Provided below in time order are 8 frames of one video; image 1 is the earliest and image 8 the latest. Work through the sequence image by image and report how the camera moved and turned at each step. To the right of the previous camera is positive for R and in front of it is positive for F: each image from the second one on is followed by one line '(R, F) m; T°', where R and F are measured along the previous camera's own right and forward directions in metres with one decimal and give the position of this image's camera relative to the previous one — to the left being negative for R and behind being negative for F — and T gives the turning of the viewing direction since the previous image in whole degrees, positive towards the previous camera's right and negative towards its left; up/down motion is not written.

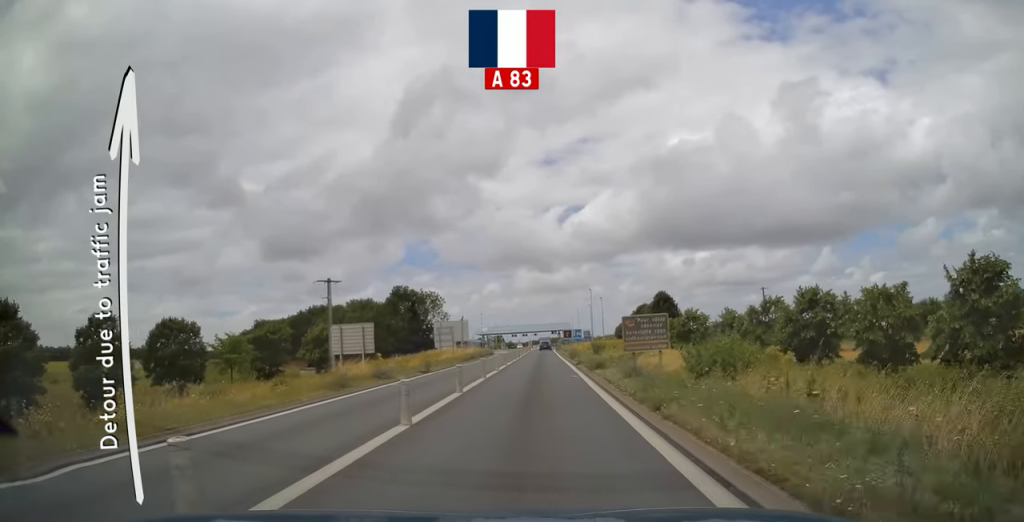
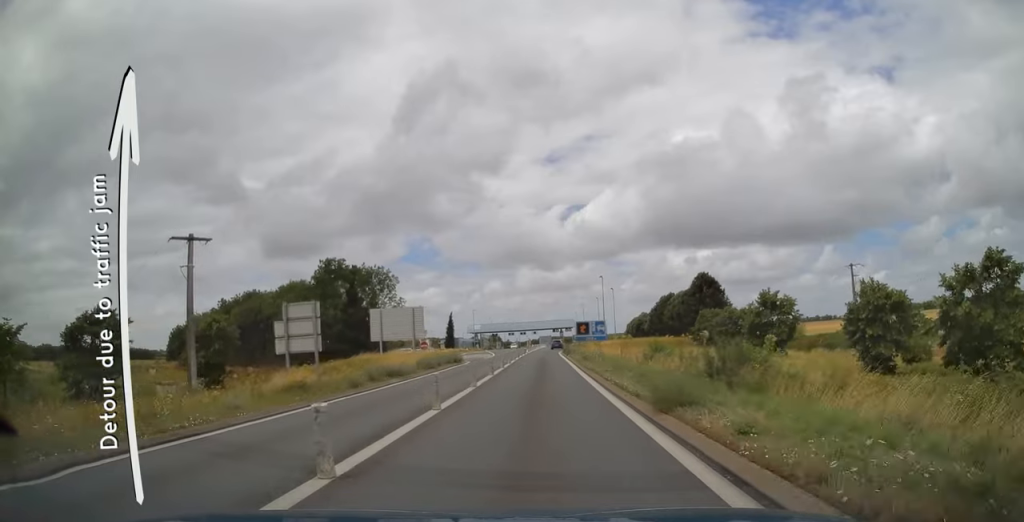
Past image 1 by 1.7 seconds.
(-0.4, +29.6) m; 0°
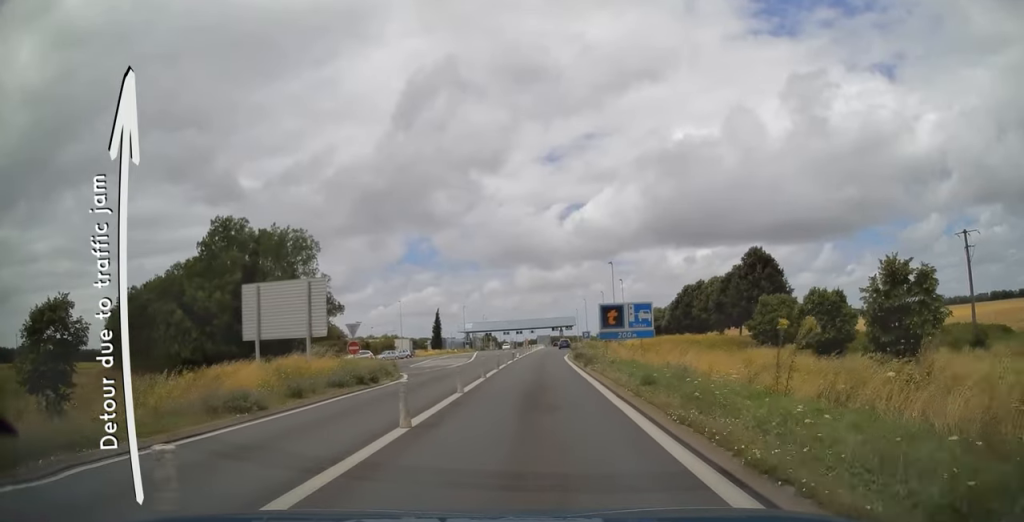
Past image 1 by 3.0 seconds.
(+0.5, +22.0) m; +2°
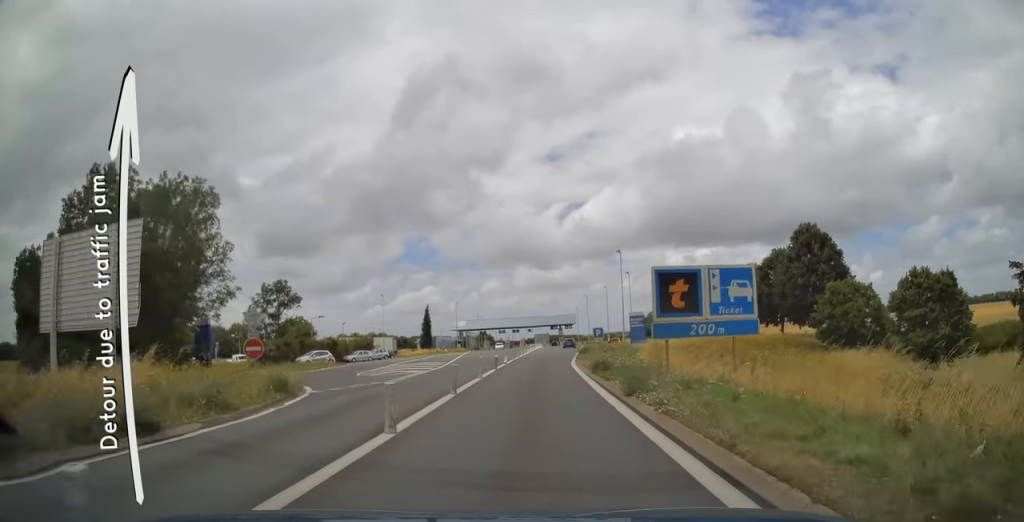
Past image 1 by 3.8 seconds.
(+0.1, +13.8) m; 0°
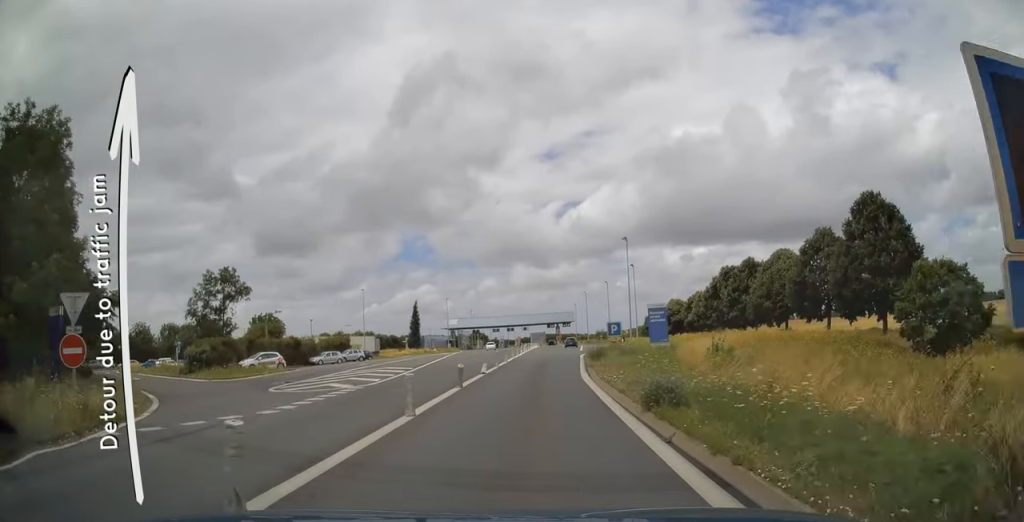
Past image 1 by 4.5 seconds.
(-0.1, +11.2) m; -1°
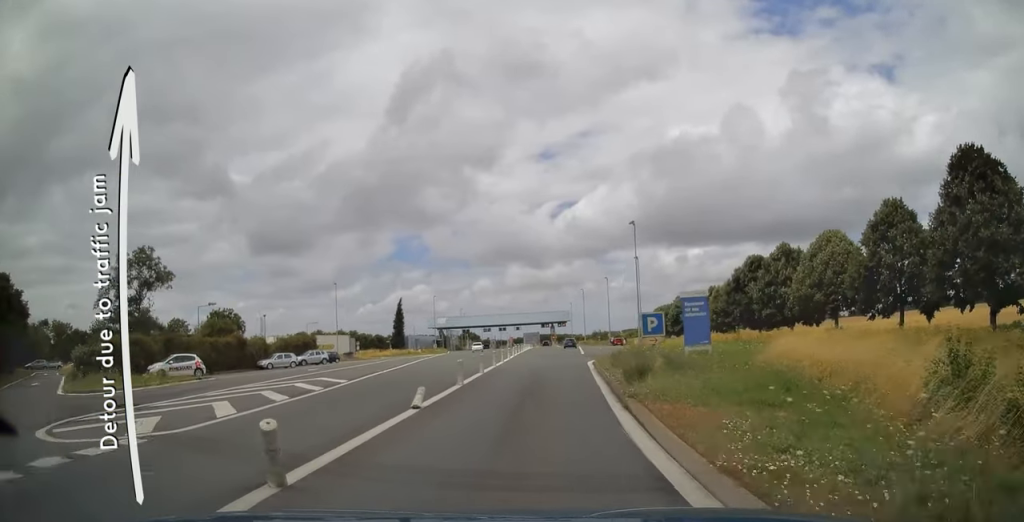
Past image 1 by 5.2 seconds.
(0.0, +11.9) m; 0°
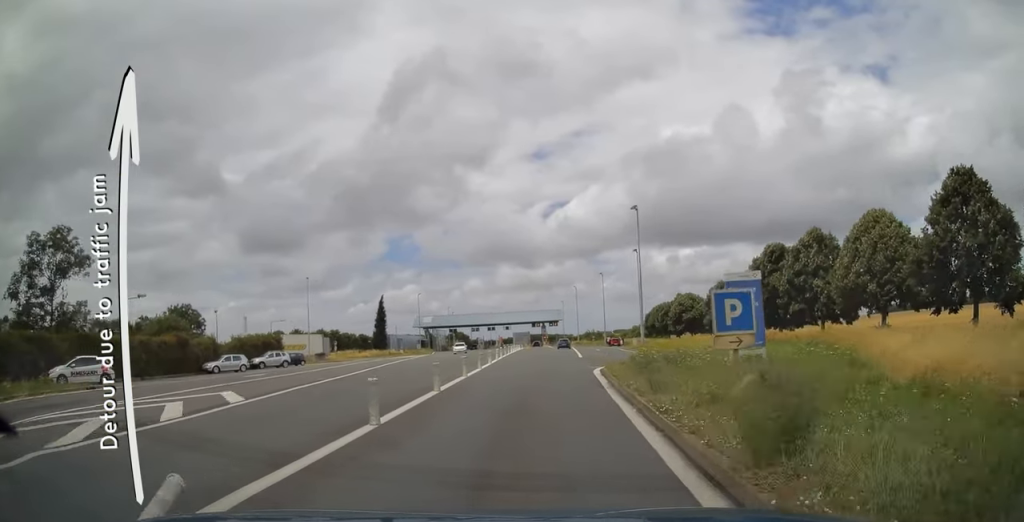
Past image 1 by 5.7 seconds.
(0.0, +8.7) m; +1°
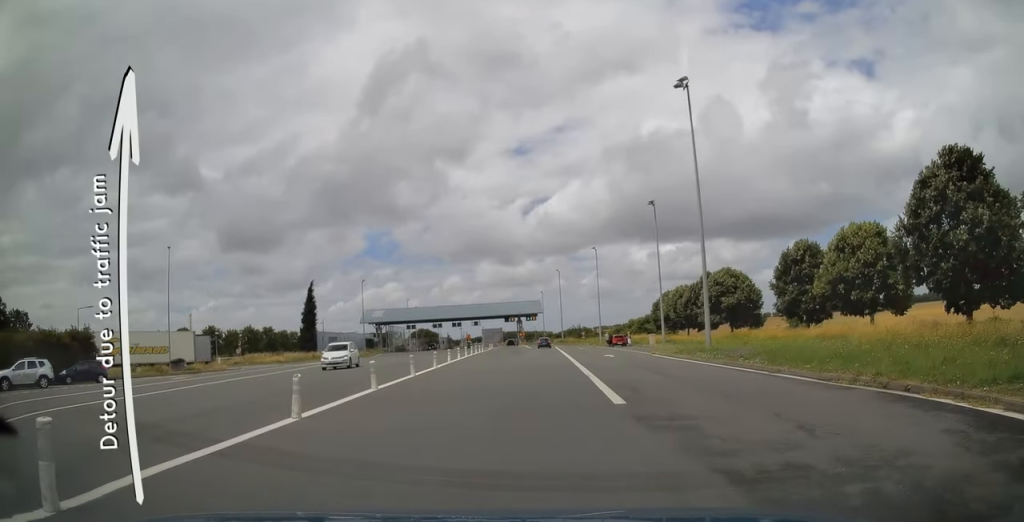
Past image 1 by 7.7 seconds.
(+1.2, +32.2) m; +3°
